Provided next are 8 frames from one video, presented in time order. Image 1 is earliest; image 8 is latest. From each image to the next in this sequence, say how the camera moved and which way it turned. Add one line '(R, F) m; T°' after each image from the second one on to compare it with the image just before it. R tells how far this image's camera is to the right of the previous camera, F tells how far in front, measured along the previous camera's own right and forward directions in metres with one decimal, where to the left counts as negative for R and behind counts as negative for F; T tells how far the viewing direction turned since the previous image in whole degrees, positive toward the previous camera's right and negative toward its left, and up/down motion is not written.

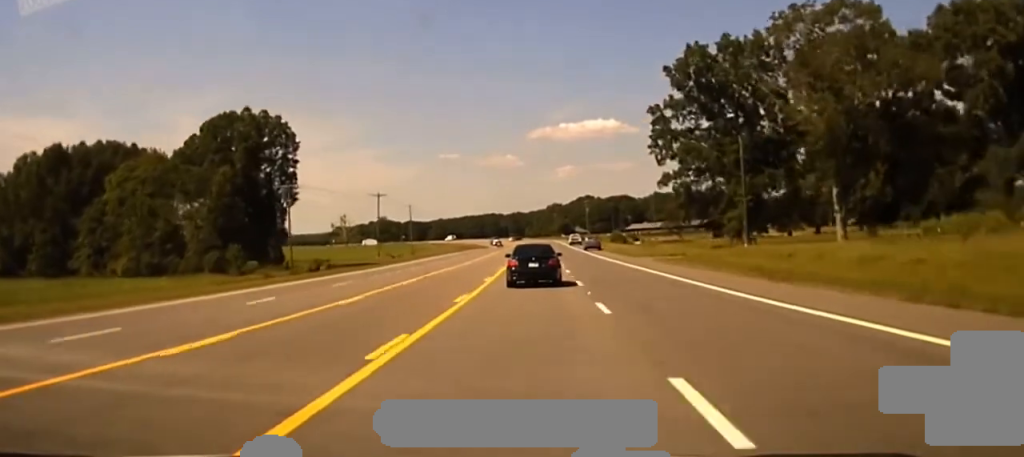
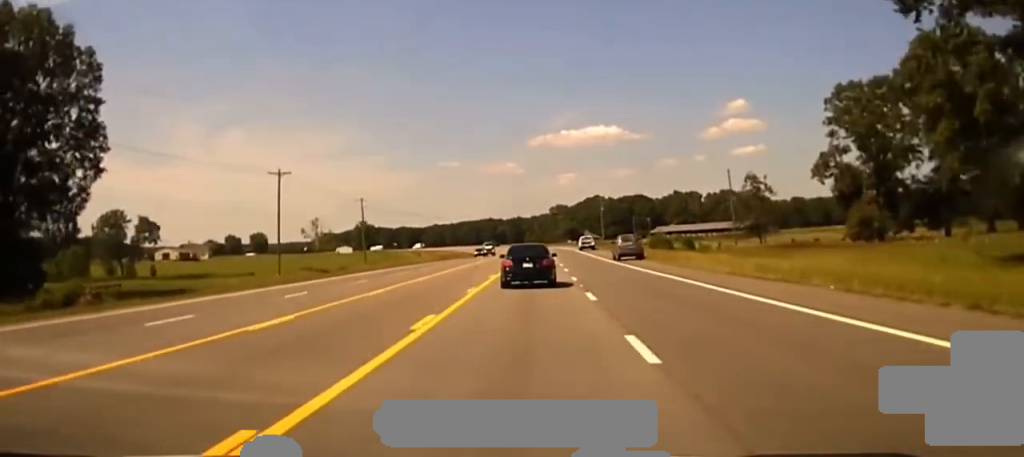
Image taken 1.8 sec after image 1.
(0.0, +73.9) m; 0°
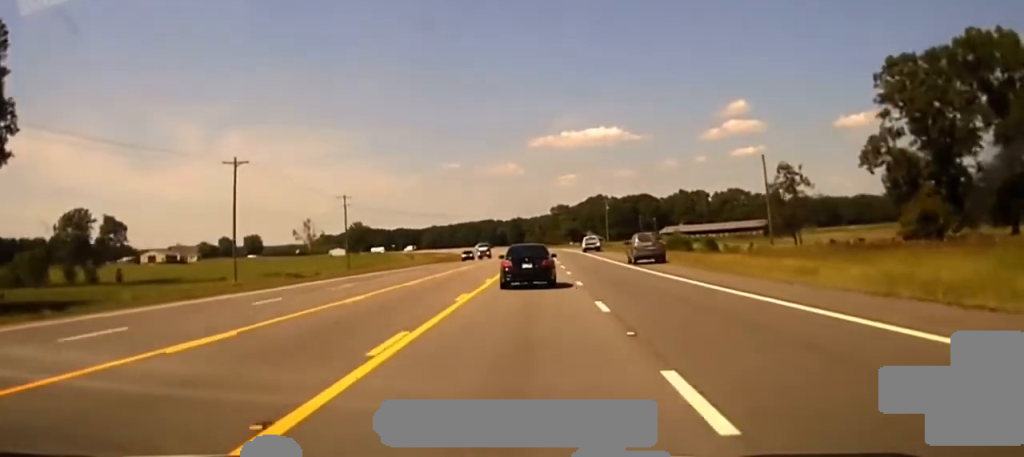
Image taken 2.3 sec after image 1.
(-0.1, +15.7) m; 0°
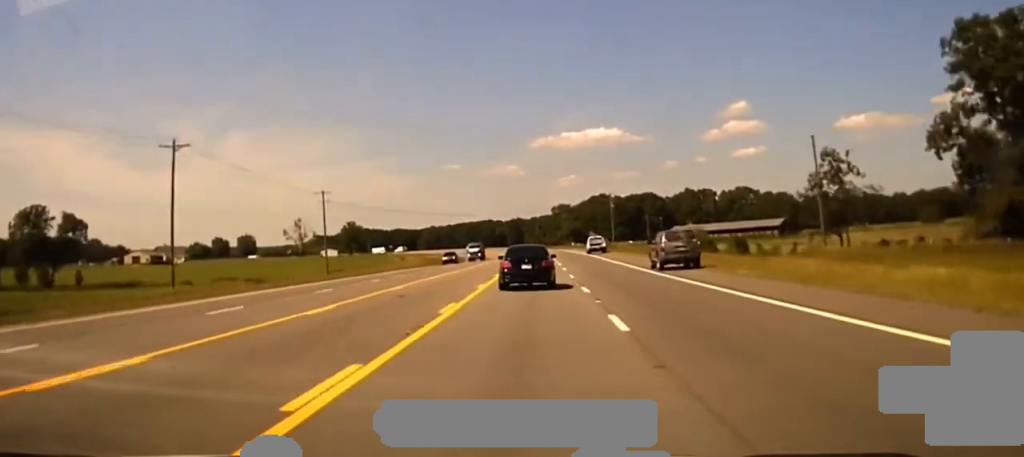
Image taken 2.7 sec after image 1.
(-0.1, +15.4) m; 0°
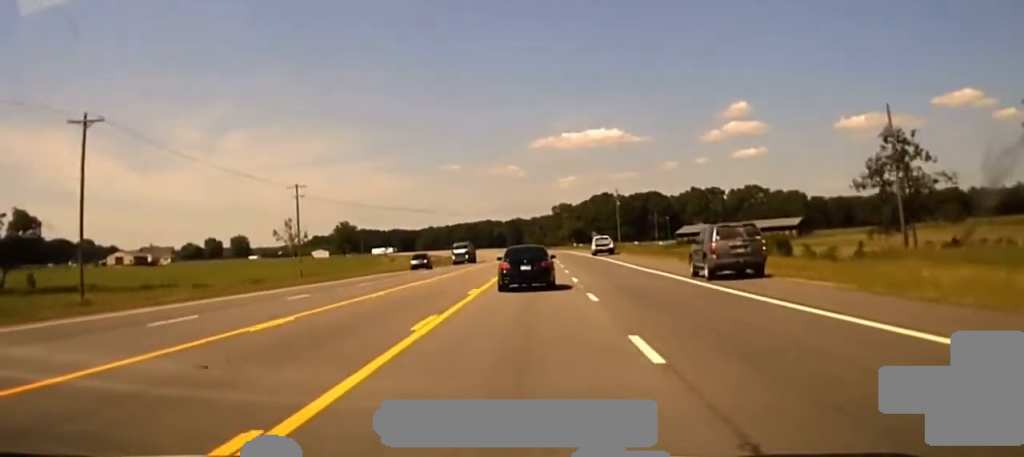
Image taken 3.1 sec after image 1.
(0.0, +14.2) m; 0°
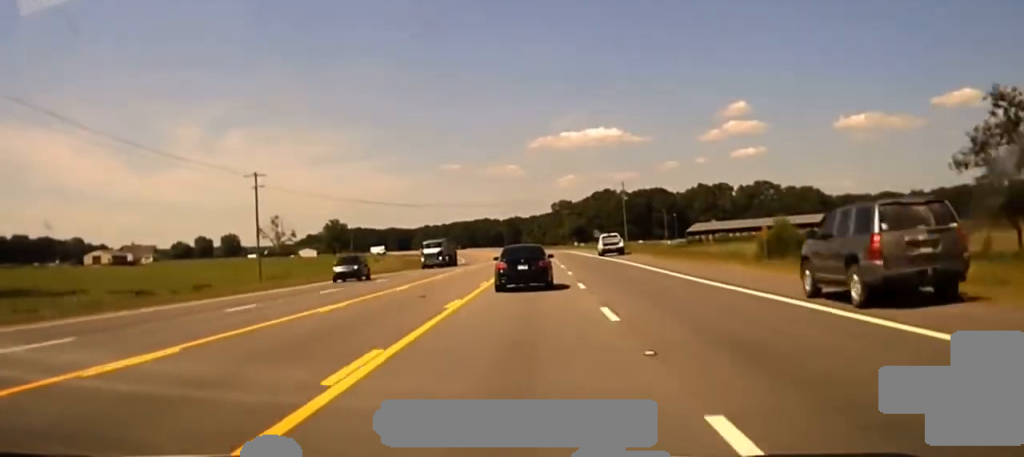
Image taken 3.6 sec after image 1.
(0.0, +16.4) m; 0°
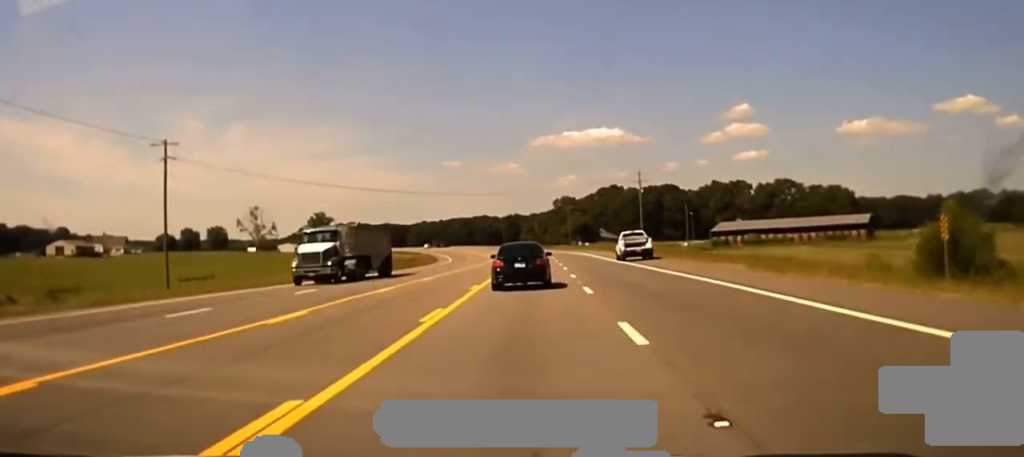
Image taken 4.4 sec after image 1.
(+0.1, +25.2) m; 0°
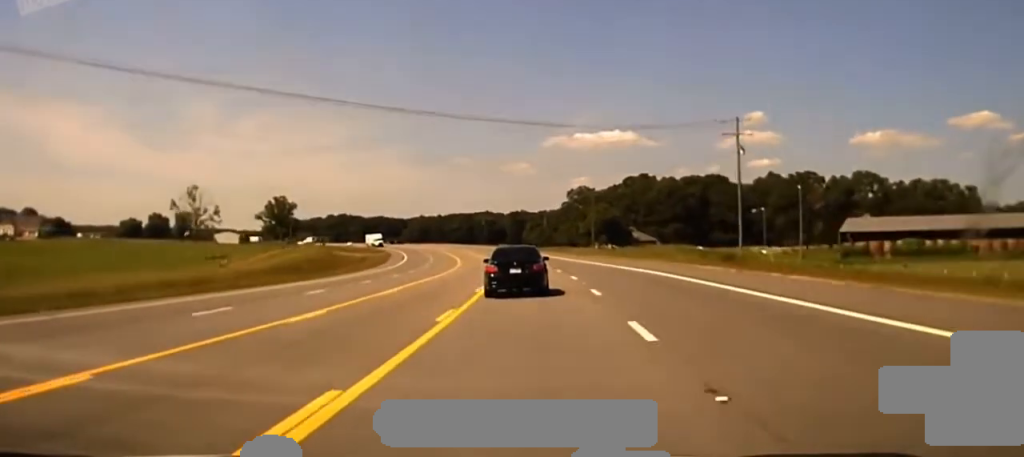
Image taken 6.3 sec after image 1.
(-1.1, +71.9) m; -2°
